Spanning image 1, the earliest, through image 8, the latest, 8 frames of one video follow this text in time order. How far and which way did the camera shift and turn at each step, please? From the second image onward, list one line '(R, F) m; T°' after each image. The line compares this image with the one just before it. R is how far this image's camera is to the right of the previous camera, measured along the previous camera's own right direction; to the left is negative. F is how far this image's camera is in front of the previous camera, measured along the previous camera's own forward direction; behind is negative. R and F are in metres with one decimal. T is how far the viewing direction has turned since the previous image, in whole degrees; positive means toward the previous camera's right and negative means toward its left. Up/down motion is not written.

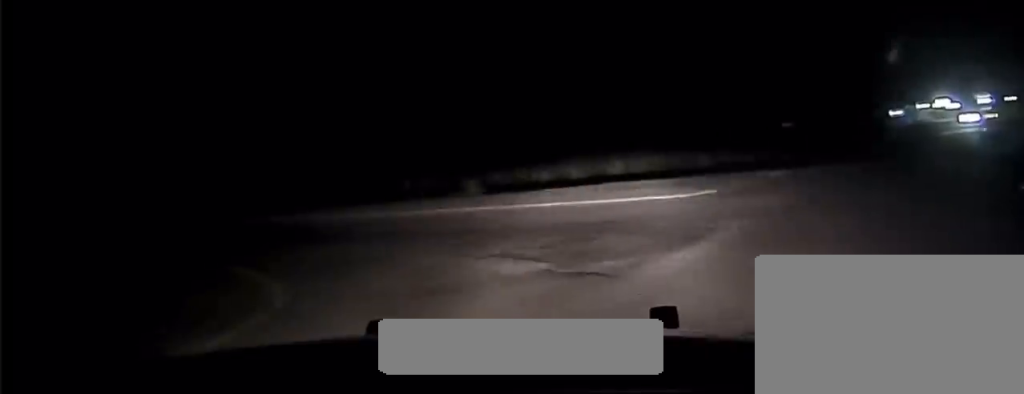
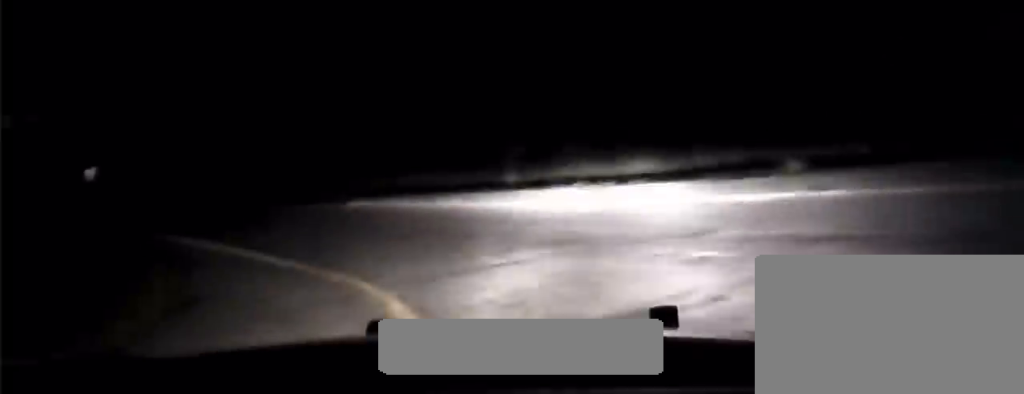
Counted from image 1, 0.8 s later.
(-1.1, +5.8) m; -14°
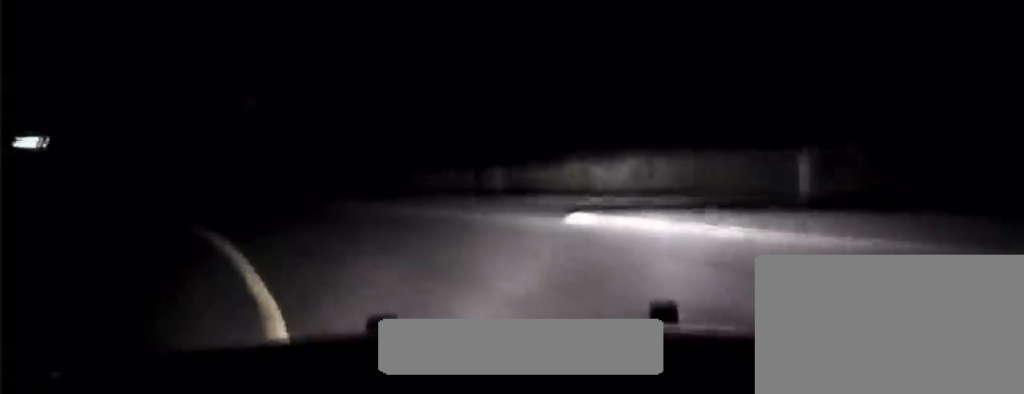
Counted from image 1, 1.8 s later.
(-0.9, +8.5) m; -13°
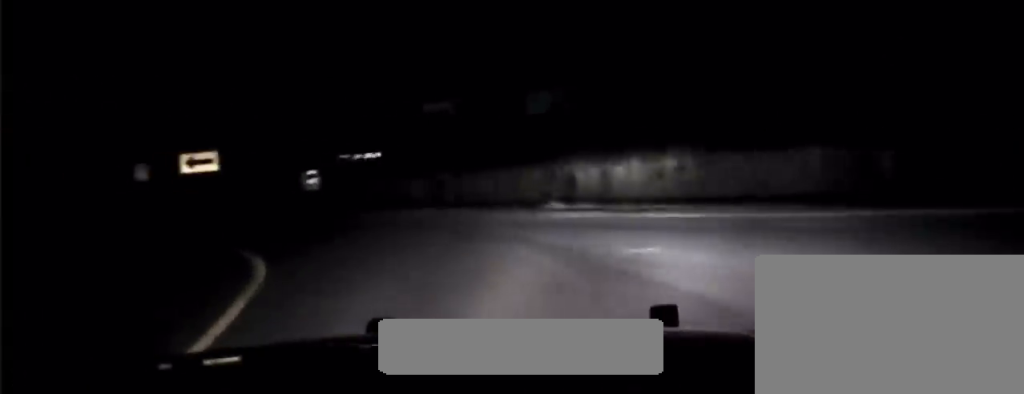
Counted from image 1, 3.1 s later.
(-1.9, +11.8) m; -24°
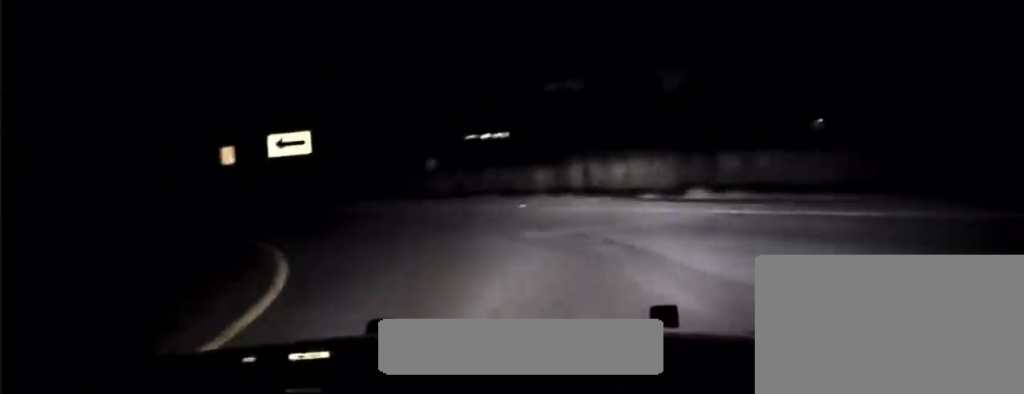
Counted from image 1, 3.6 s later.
(-0.4, +4.8) m; -10°
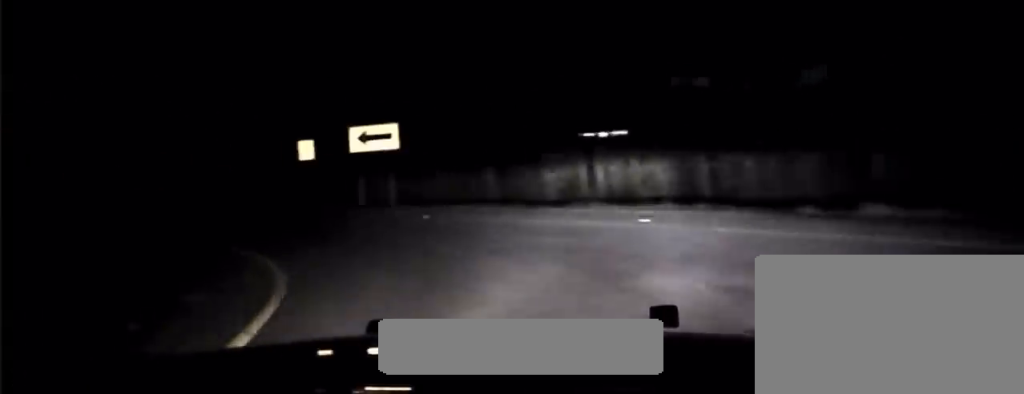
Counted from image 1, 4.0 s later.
(-0.5, +5.0) m; -10°
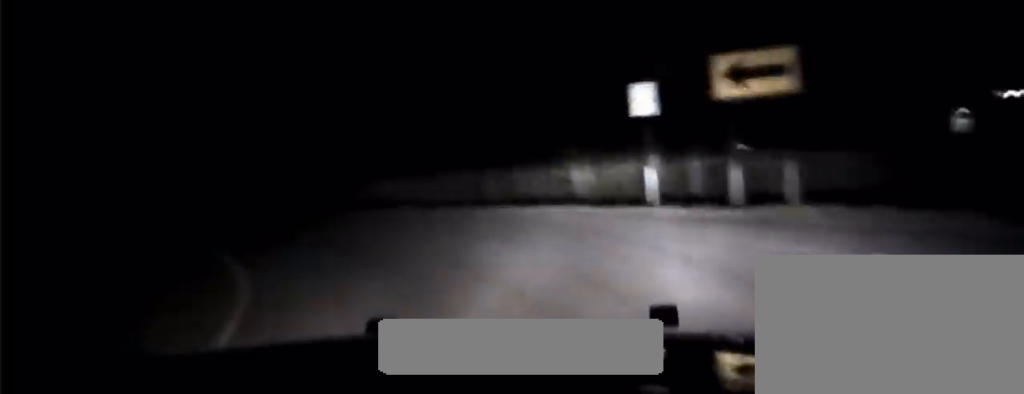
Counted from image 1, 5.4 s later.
(-3.0, +13.8) m; -28°
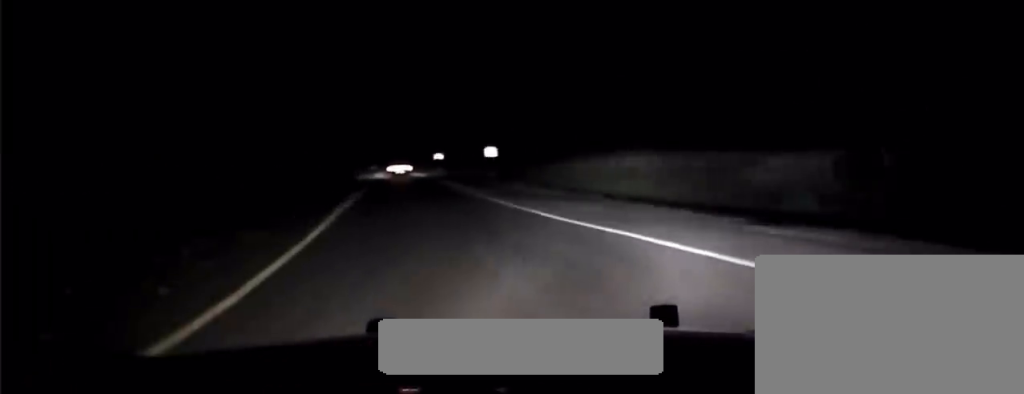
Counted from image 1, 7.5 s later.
(-7.0, +21.9) m; -31°
